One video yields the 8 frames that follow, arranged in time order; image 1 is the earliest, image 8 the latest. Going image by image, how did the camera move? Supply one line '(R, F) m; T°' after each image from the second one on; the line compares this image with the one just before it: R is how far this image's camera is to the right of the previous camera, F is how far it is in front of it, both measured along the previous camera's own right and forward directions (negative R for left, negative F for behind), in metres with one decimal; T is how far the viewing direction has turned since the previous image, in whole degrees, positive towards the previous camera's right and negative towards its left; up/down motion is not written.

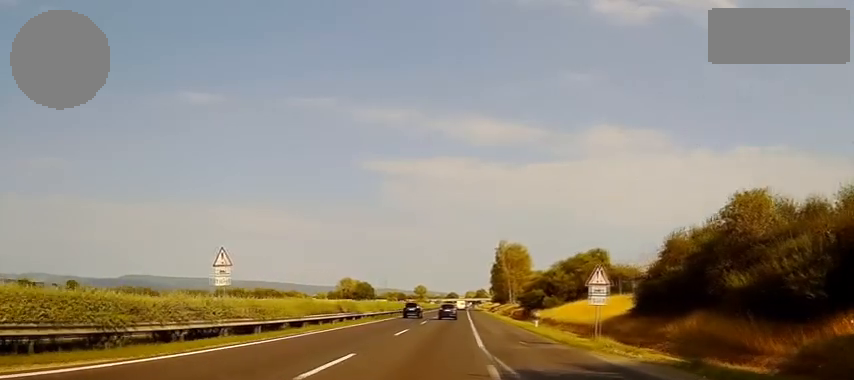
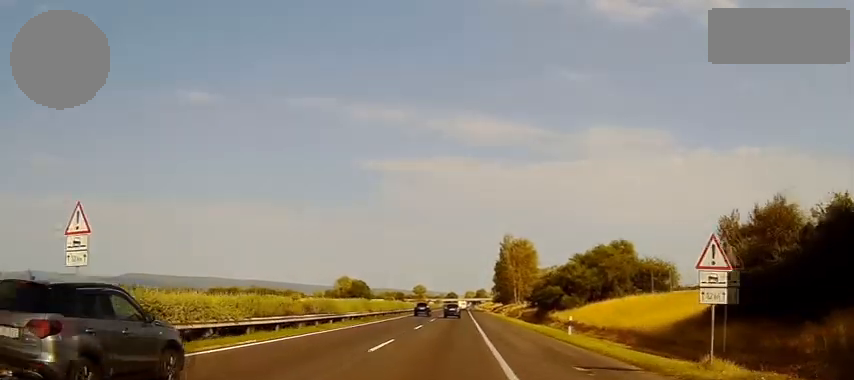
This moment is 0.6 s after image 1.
(0.0, +10.1) m; 0°
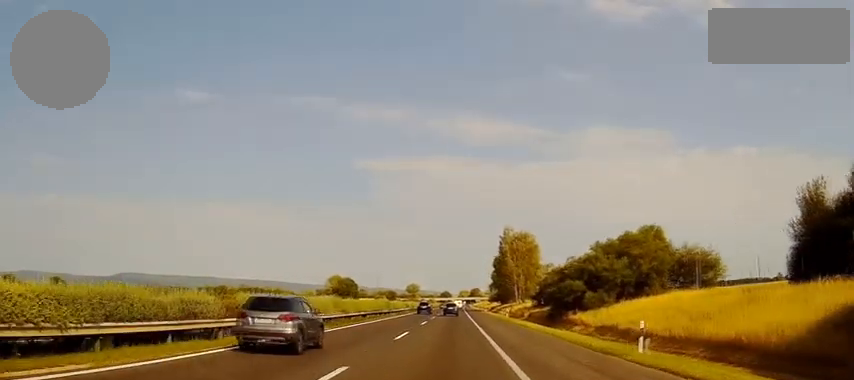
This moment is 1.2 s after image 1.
(+0.1, +11.1) m; 0°
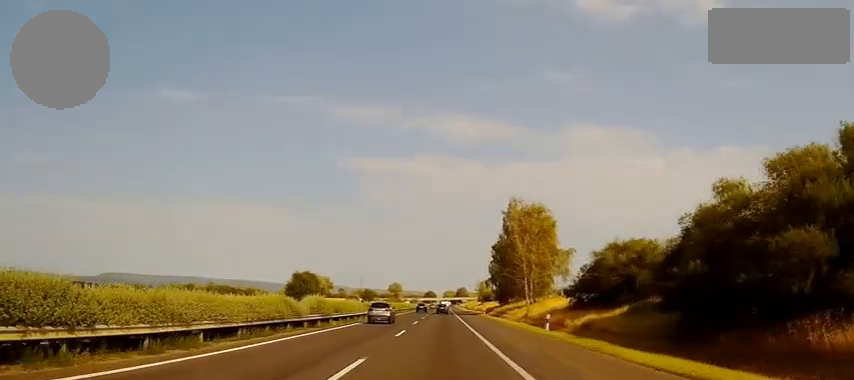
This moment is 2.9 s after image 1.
(+0.4, +32.8) m; +2°
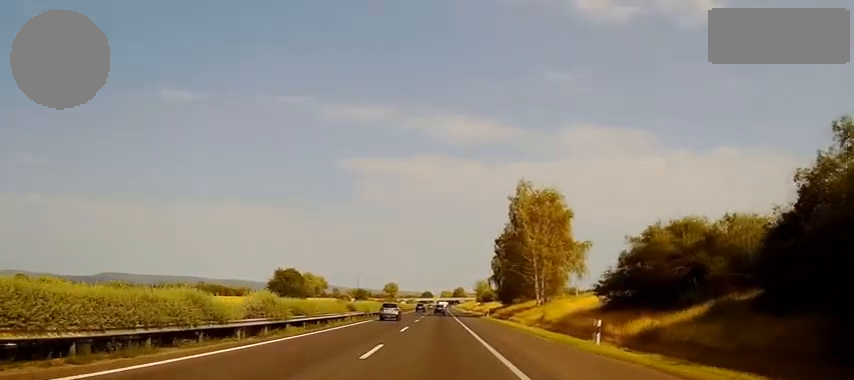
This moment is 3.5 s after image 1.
(+0.1, +11.7) m; +1°
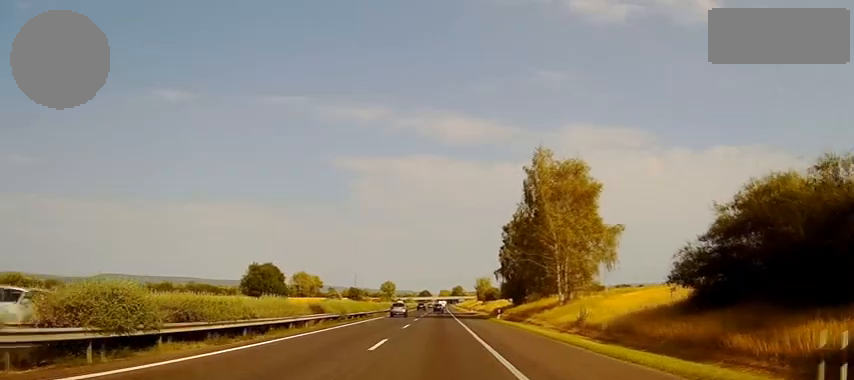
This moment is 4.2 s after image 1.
(0.0, +14.9) m; 0°
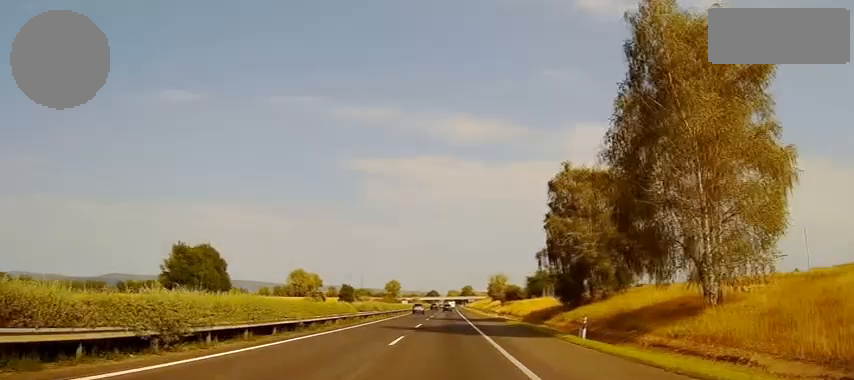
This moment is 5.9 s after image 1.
(+0.4, +32.7) m; 0°
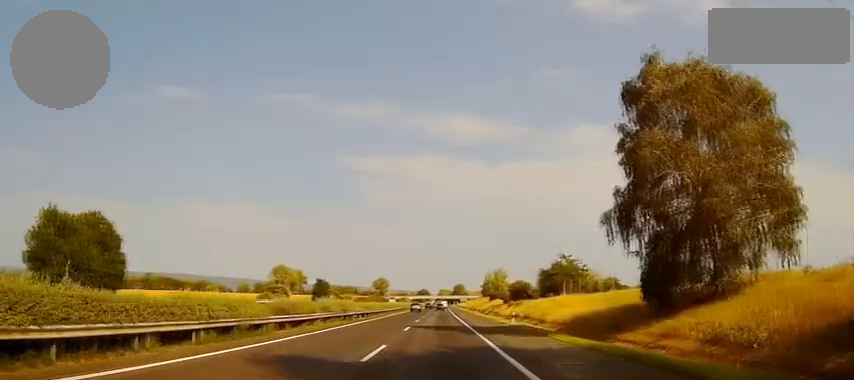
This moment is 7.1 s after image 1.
(-0.2, +24.4) m; -1°
